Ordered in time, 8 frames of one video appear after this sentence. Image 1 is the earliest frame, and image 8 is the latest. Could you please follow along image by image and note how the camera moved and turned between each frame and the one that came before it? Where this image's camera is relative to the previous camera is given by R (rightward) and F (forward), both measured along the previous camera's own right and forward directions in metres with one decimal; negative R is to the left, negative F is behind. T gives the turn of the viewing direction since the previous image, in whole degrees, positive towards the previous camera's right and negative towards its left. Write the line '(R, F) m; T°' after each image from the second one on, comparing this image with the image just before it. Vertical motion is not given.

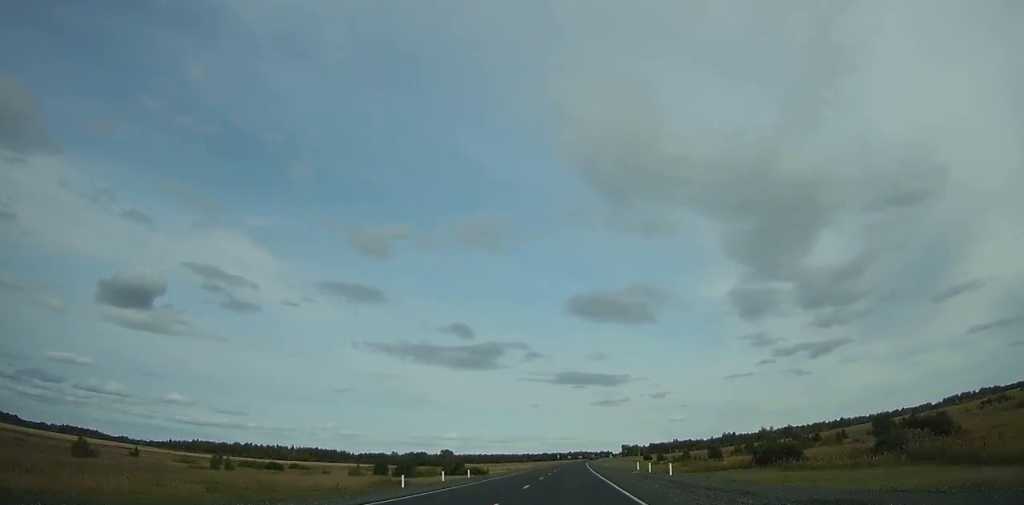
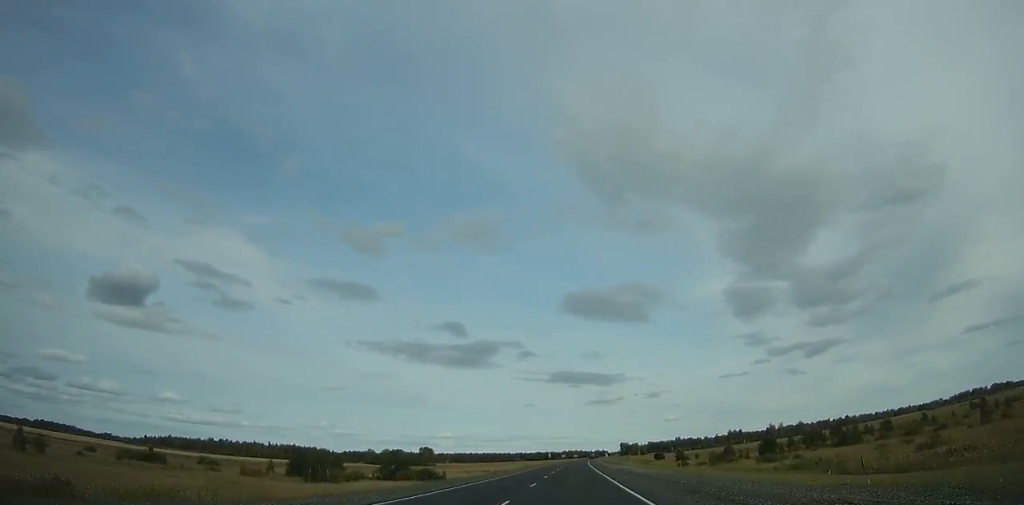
(+0.2, +46.8) m; 0°
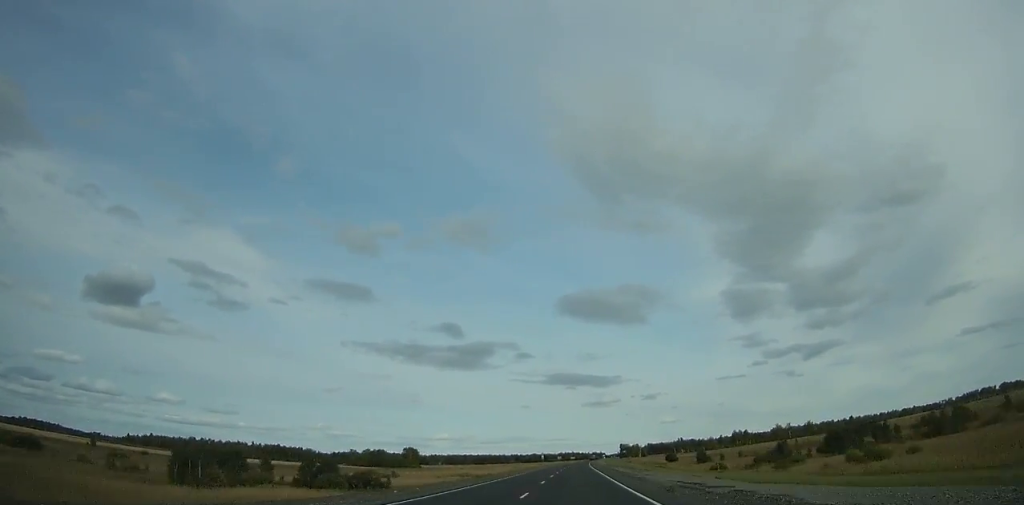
(-0.1, +29.8) m; 0°
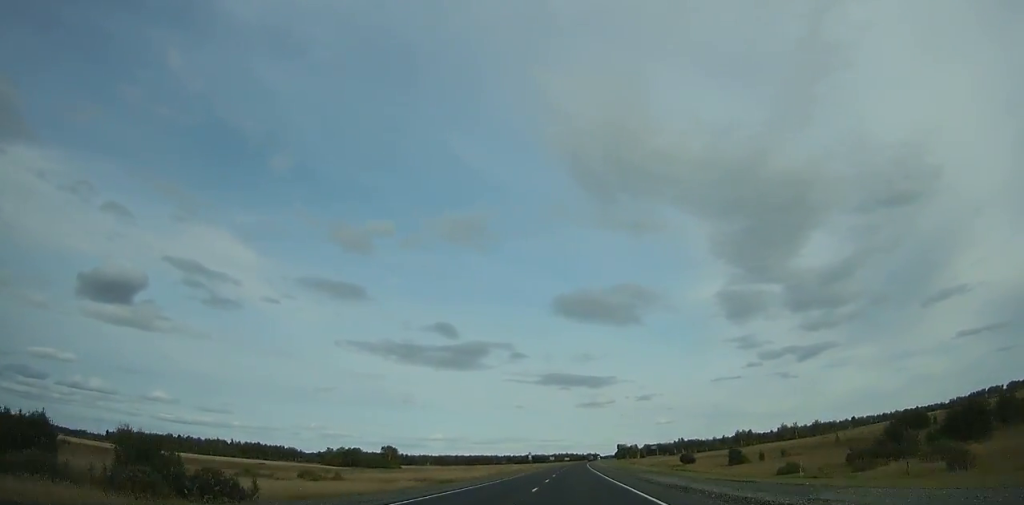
(-0.1, +32.4) m; +1°
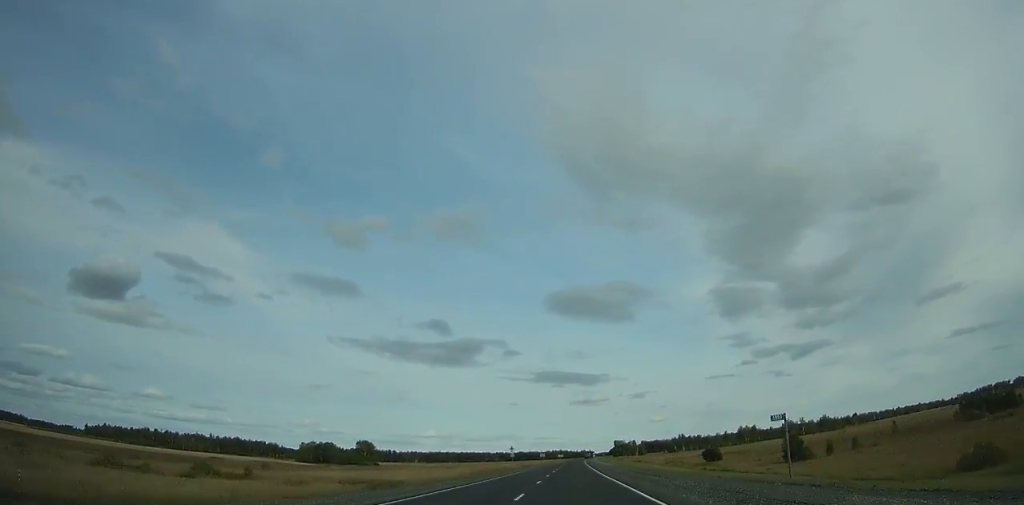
(+0.5, +30.2) m; 0°
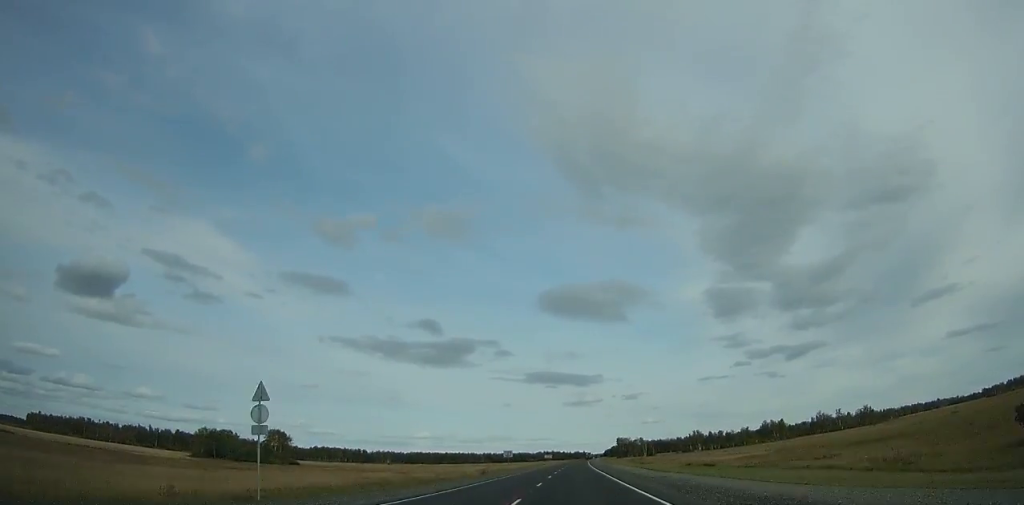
(+0.8, +86.0) m; +1°
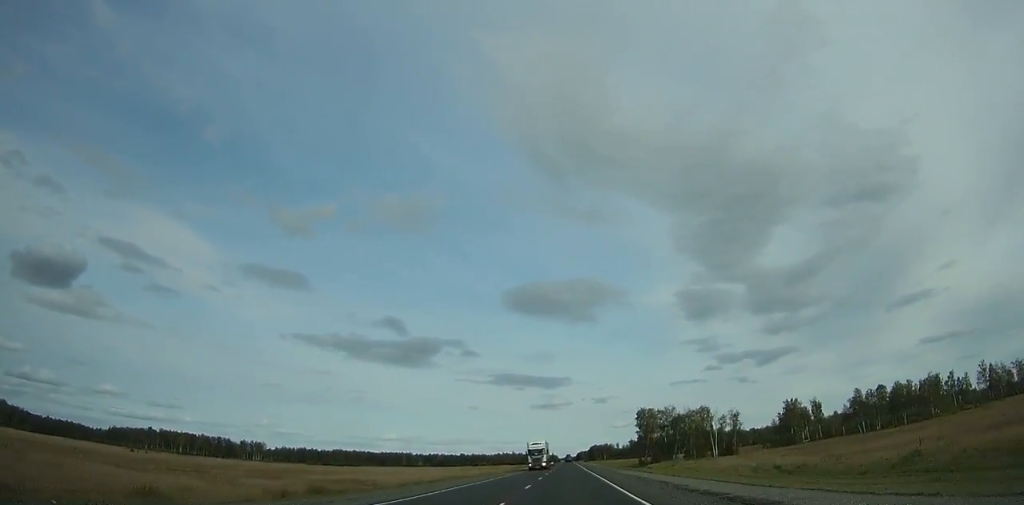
(+4.2, +227.9) m; +3°
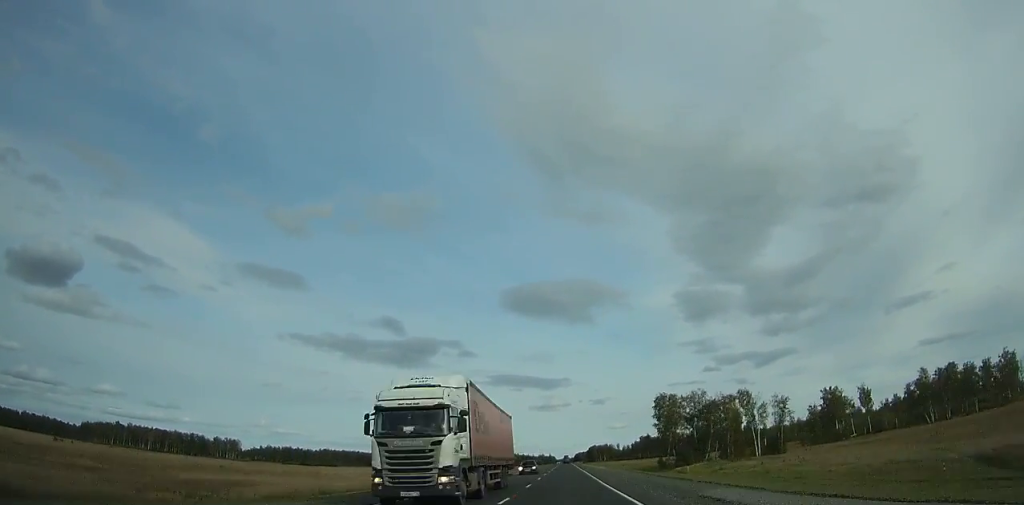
(0.0, +32.7) m; 0°
